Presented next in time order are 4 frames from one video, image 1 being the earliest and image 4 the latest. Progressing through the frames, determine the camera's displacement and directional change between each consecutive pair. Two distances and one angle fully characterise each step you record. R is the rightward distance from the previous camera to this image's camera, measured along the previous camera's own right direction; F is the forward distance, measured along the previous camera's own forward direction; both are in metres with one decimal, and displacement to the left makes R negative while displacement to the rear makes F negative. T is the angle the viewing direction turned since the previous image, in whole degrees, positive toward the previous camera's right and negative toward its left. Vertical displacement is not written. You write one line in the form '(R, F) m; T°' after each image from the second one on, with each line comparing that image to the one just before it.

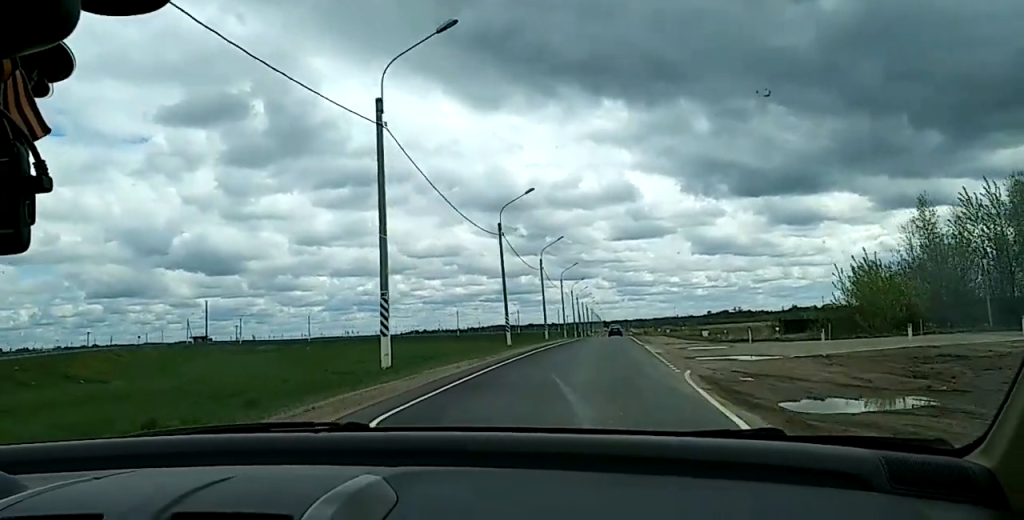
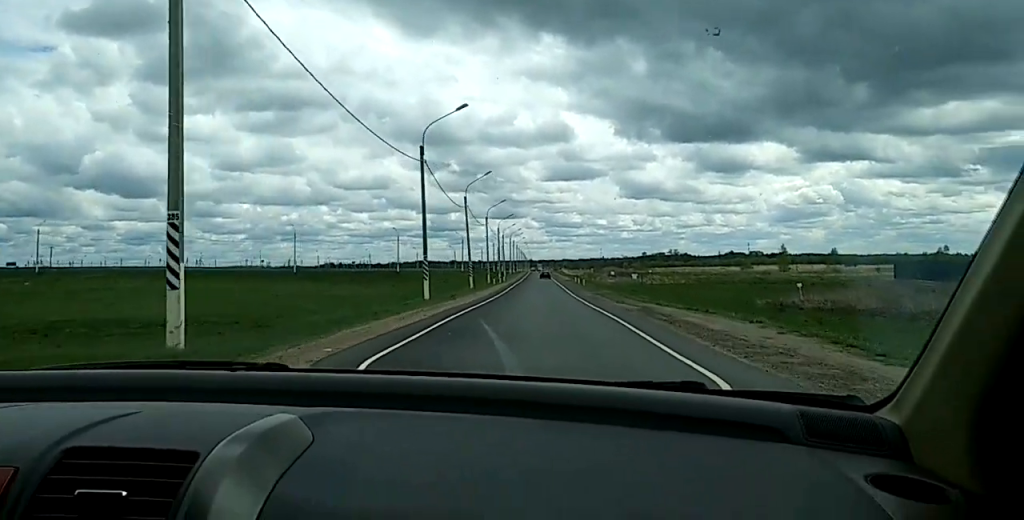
(-0.3, +104.1) m; +1°
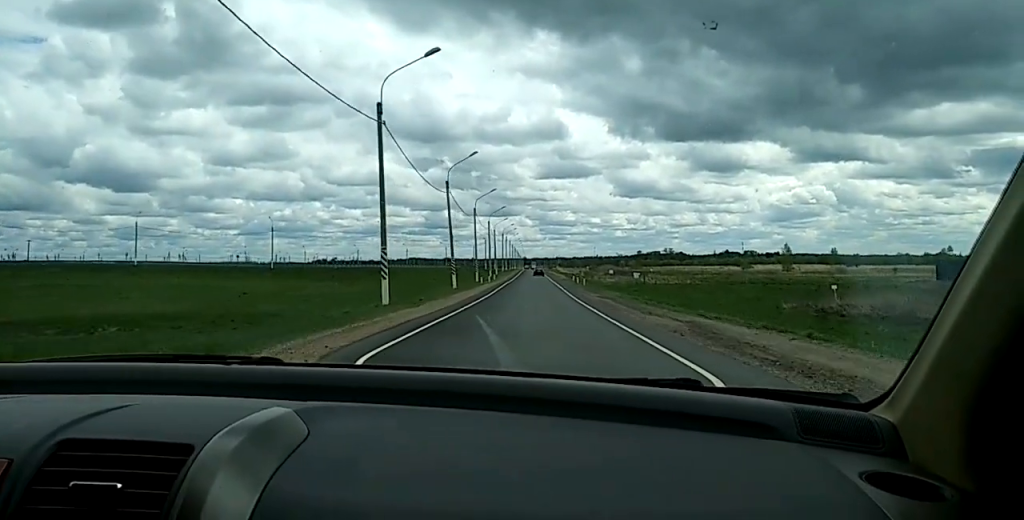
(0.0, +10.7) m; 0°
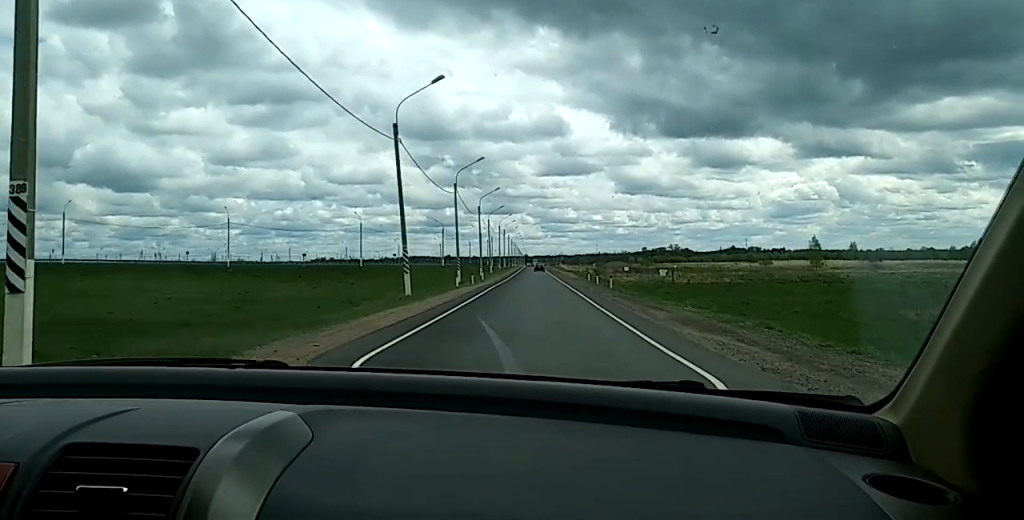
(-0.1, +24.2) m; -1°
